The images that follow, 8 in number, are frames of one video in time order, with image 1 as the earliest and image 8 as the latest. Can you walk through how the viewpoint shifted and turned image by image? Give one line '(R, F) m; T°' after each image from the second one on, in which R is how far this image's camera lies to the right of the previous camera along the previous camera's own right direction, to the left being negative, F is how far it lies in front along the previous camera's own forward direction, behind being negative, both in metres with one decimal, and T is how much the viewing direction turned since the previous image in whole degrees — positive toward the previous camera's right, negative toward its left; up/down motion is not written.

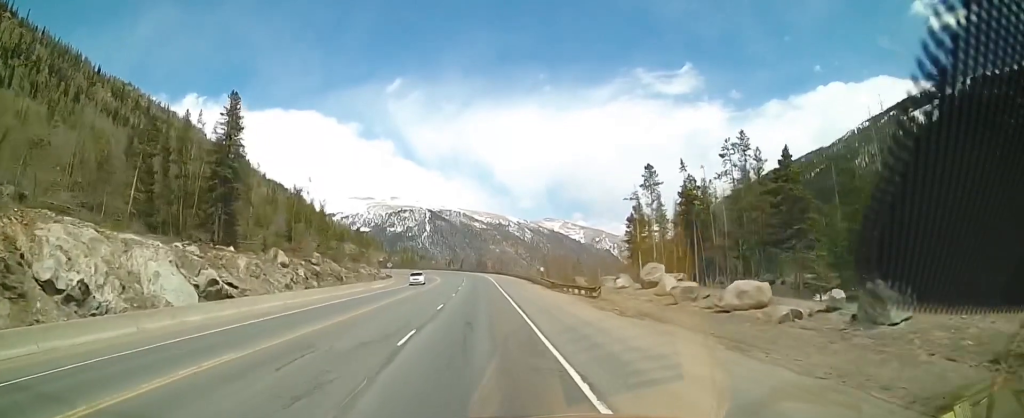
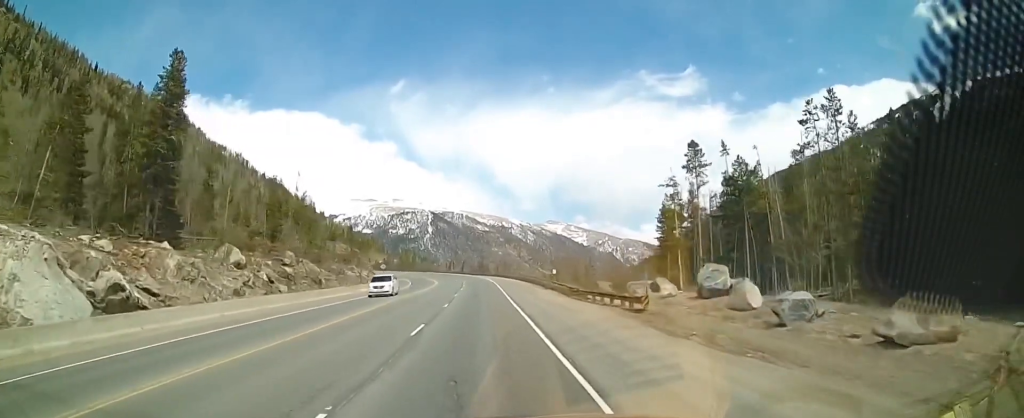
(+0.1, +10.8) m; +1°
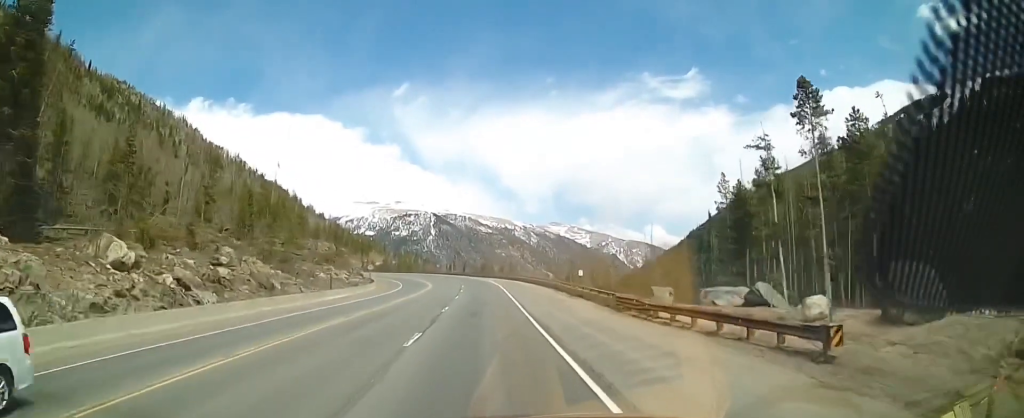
(-0.2, +15.9) m; -2°
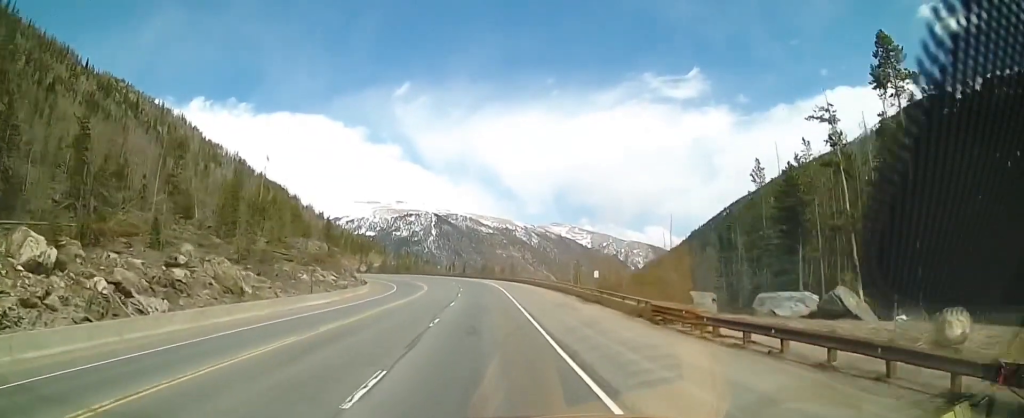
(-0.3, +6.7) m; 0°
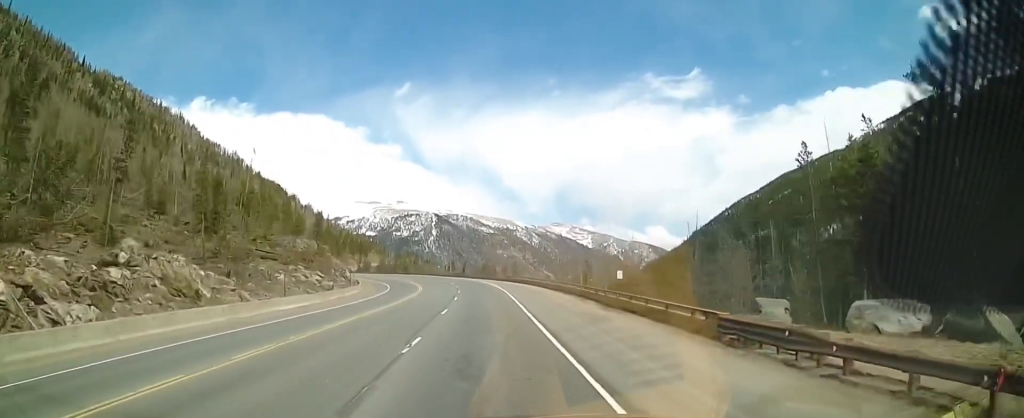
(+0.3, +7.4) m; 0°
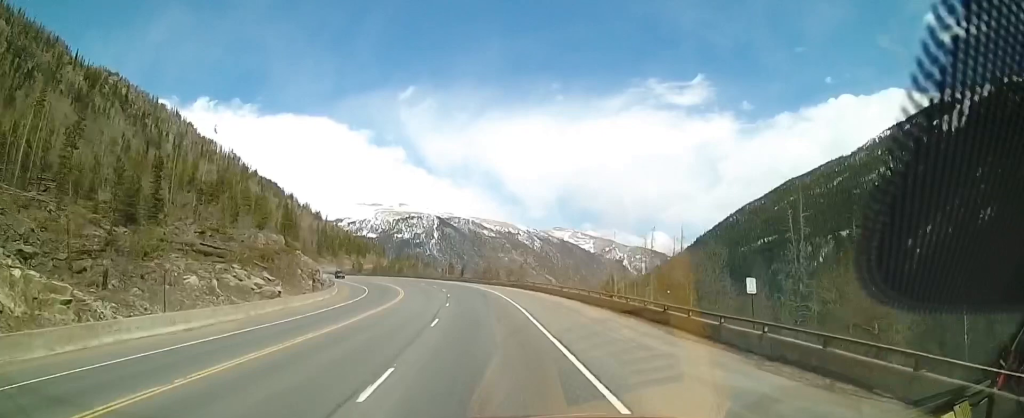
(-0.1, +18.2) m; -2°
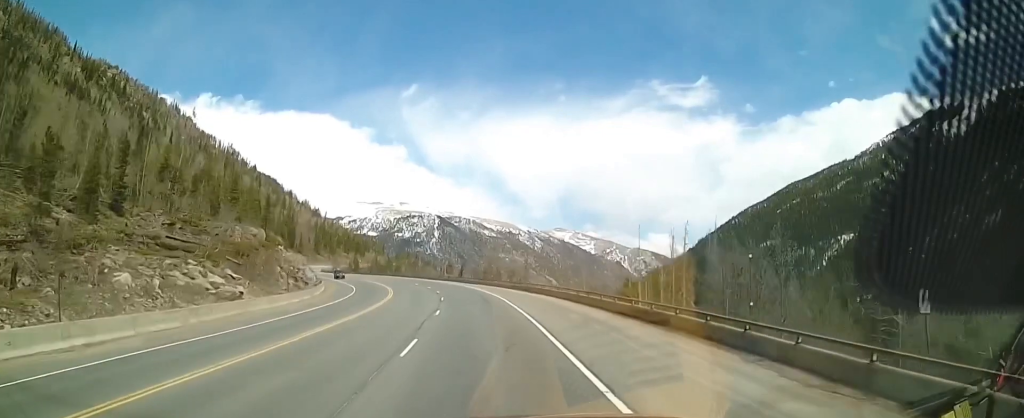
(0.0, +8.1) m; 0°
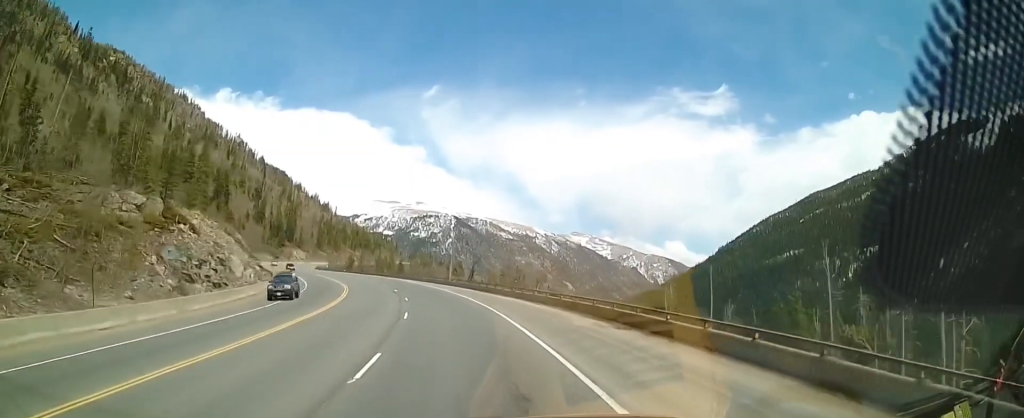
(0.0, +30.4) m; -2°
